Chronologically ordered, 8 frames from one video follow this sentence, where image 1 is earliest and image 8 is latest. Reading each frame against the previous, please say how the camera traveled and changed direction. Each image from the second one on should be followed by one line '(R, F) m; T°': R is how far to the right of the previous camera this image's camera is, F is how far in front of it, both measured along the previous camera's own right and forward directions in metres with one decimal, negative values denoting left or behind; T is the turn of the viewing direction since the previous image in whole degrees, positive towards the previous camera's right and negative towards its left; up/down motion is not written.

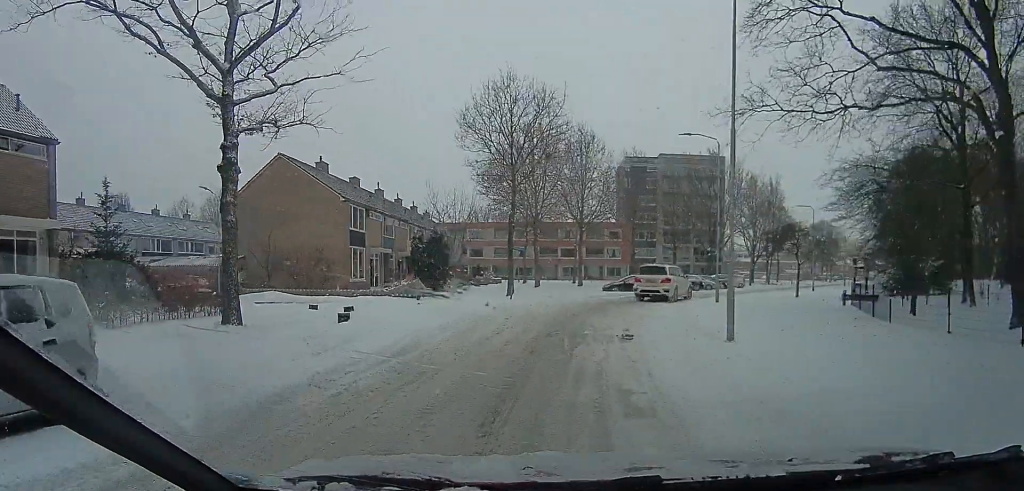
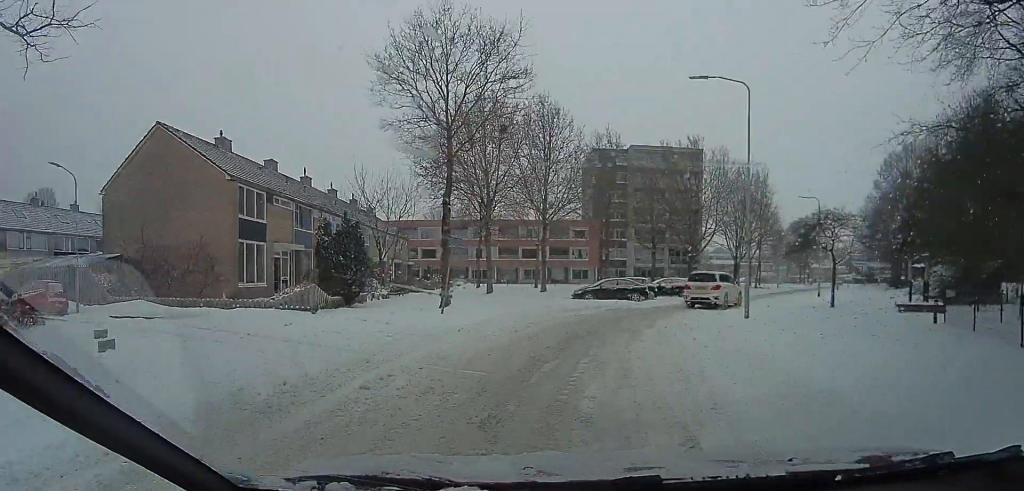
(+0.5, +8.6) m; +3°
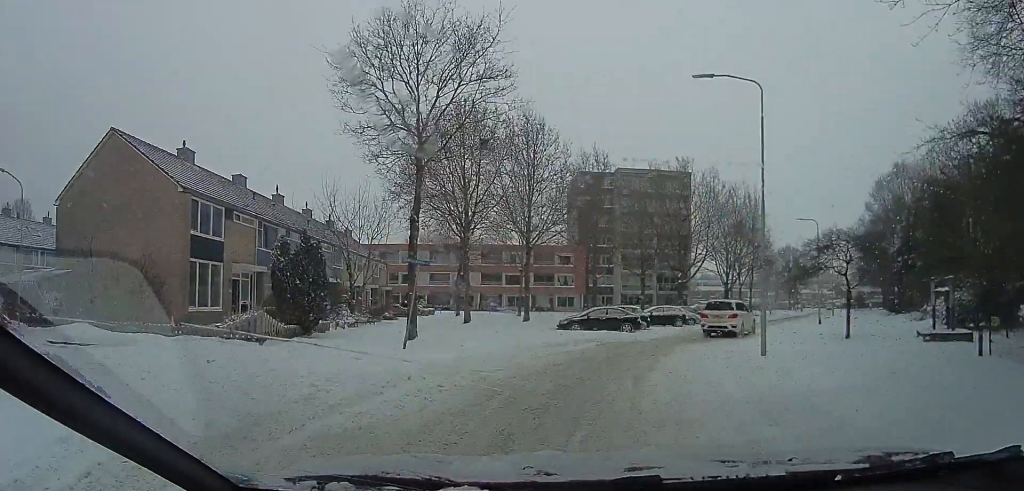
(0.0, +2.7) m; 0°
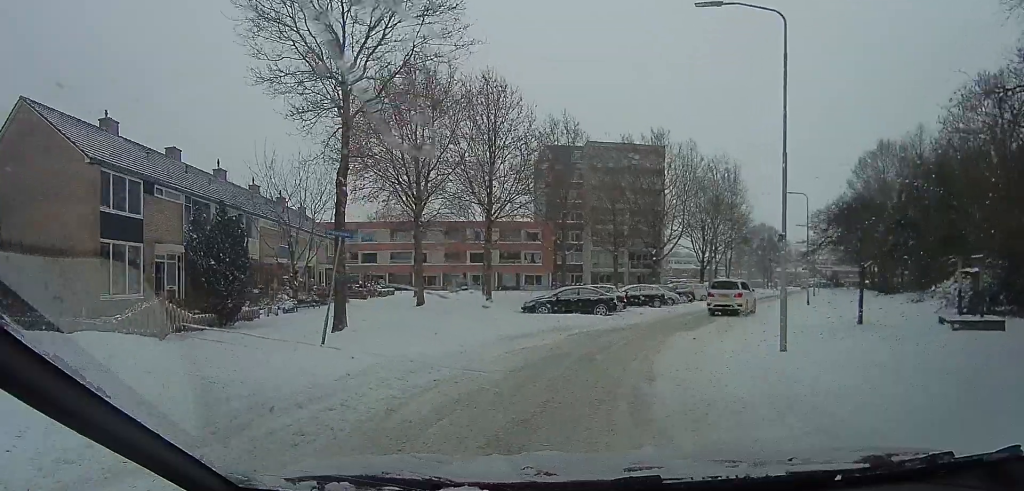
(0.0, +3.5) m; +4°
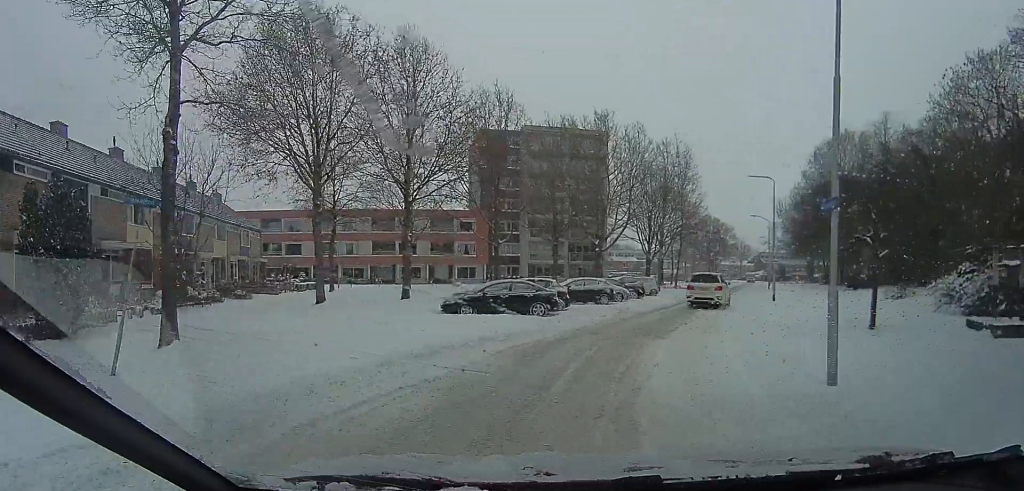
(+0.3, +4.6) m; +7°
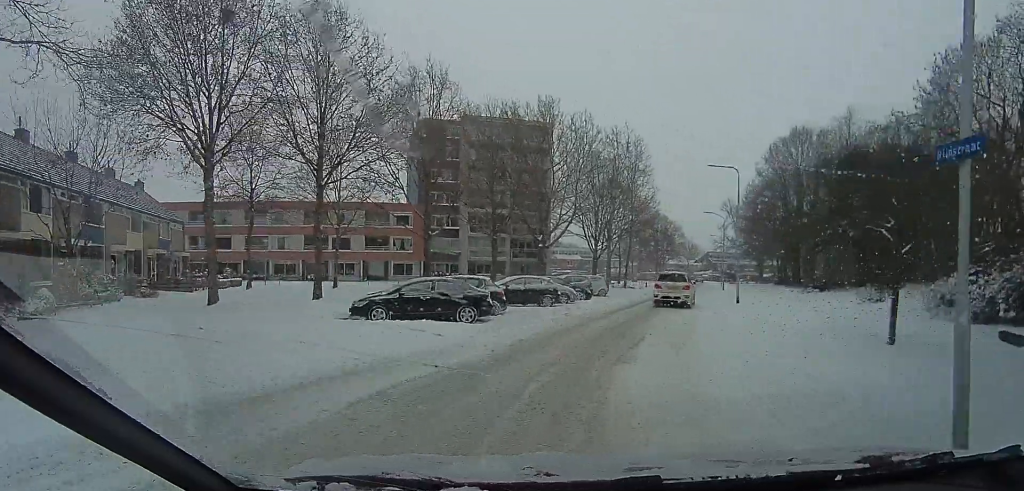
(+0.2, +3.6) m; +3°
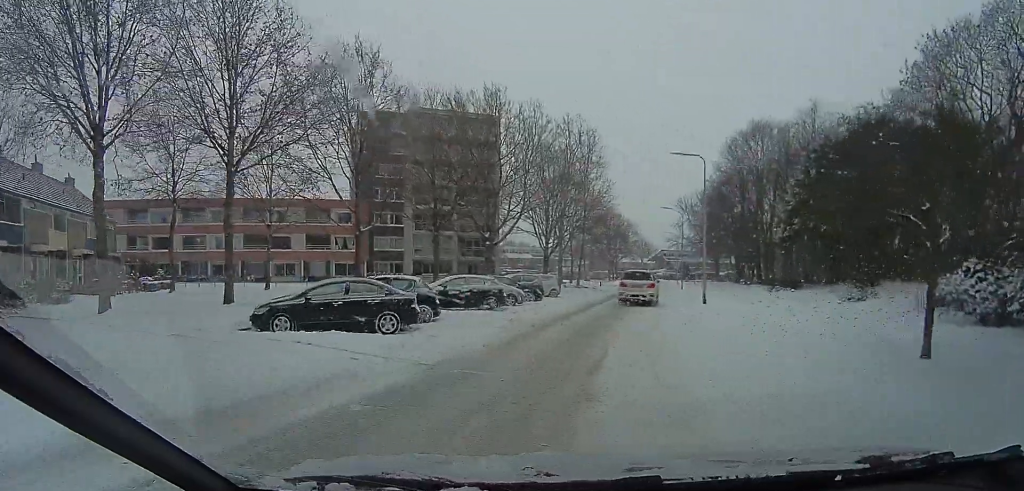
(0.0, +3.0) m; +1°
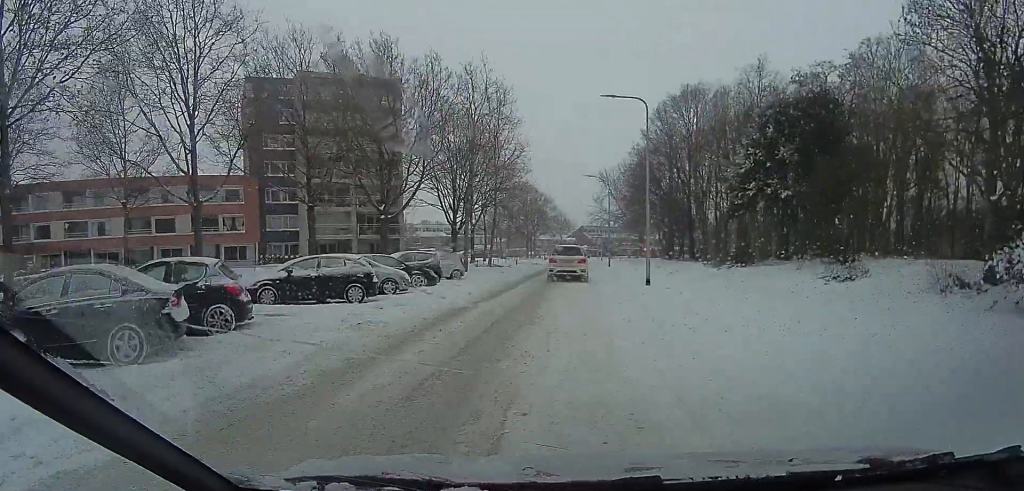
(0.0, +6.5) m; +3°
